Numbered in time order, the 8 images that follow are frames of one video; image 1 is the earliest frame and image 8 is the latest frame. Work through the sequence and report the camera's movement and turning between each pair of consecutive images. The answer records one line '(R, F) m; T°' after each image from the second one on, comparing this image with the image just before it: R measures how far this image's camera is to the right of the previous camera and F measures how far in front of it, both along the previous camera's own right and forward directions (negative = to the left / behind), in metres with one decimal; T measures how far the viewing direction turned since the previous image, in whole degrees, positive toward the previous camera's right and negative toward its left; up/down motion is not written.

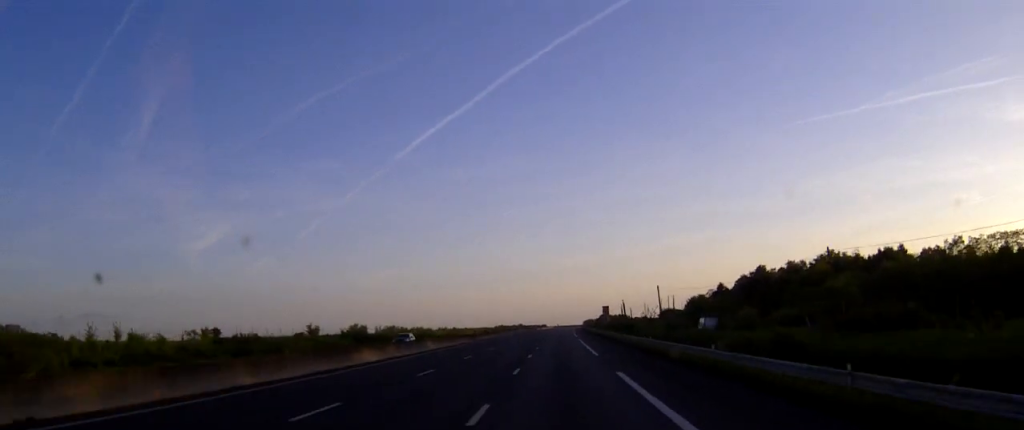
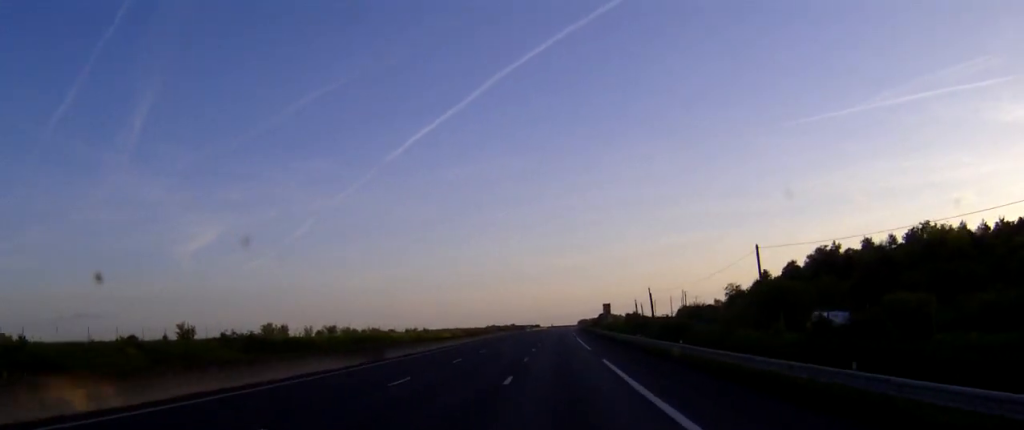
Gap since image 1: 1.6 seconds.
(+0.2, +44.2) m; +1°
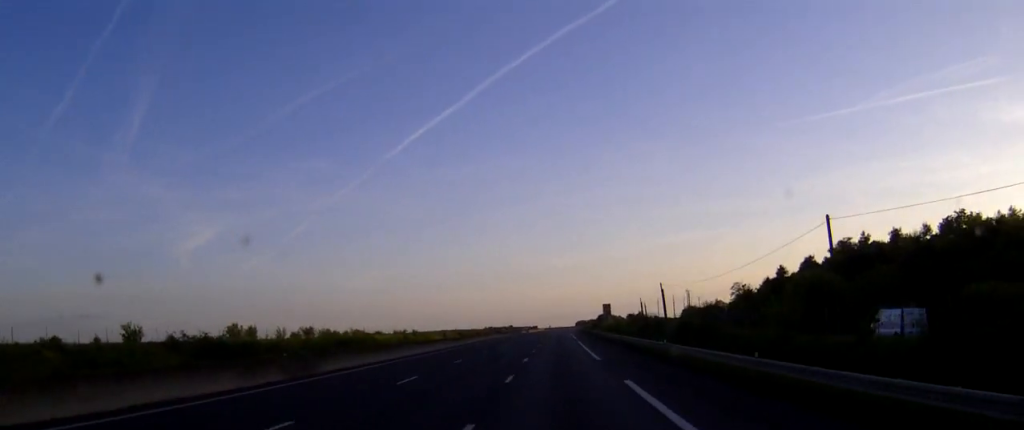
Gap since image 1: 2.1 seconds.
(0.0, +11.7) m; 0°
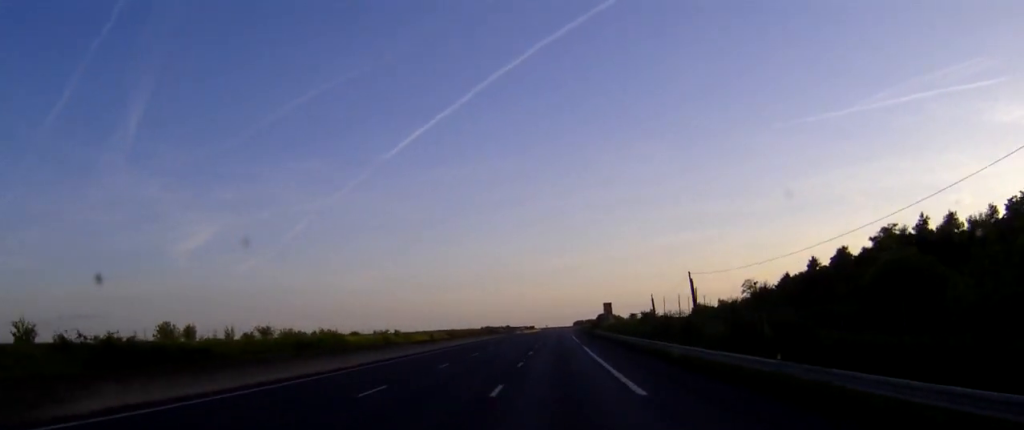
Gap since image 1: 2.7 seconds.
(0.0, +18.0) m; 0°
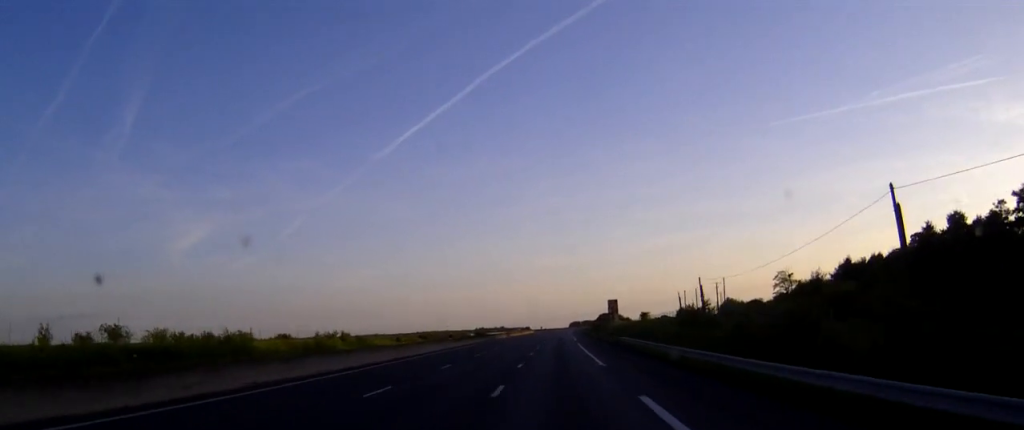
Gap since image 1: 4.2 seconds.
(+0.1, +38.5) m; 0°
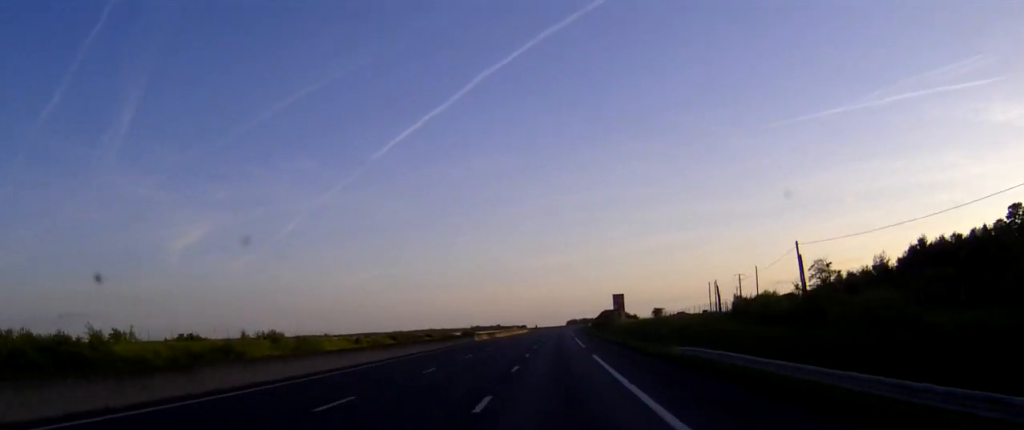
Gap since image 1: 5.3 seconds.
(+0.1, +30.4) m; 0°
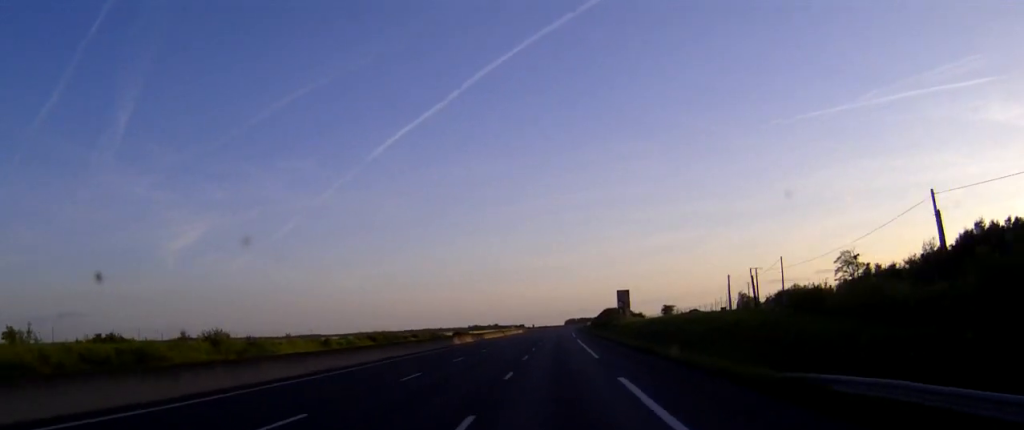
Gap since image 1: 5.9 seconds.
(0.0, +17.0) m; 0°
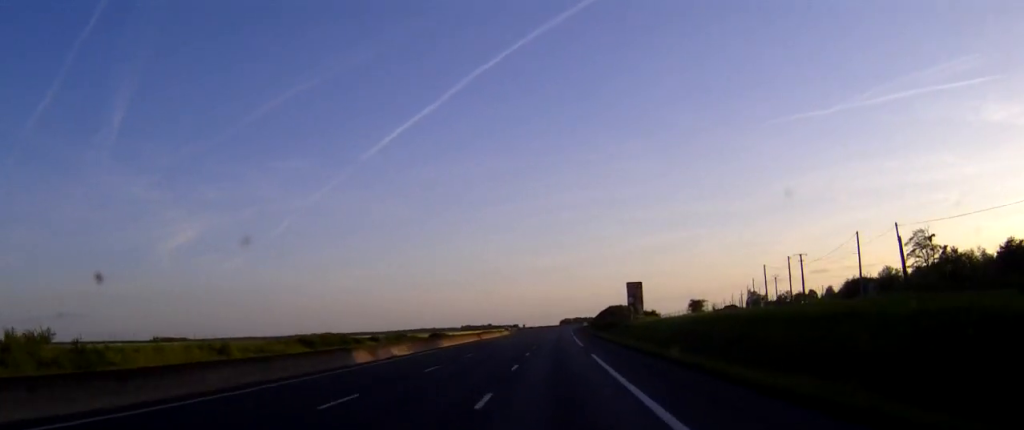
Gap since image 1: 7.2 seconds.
(+0.1, +34.9) m; 0°
